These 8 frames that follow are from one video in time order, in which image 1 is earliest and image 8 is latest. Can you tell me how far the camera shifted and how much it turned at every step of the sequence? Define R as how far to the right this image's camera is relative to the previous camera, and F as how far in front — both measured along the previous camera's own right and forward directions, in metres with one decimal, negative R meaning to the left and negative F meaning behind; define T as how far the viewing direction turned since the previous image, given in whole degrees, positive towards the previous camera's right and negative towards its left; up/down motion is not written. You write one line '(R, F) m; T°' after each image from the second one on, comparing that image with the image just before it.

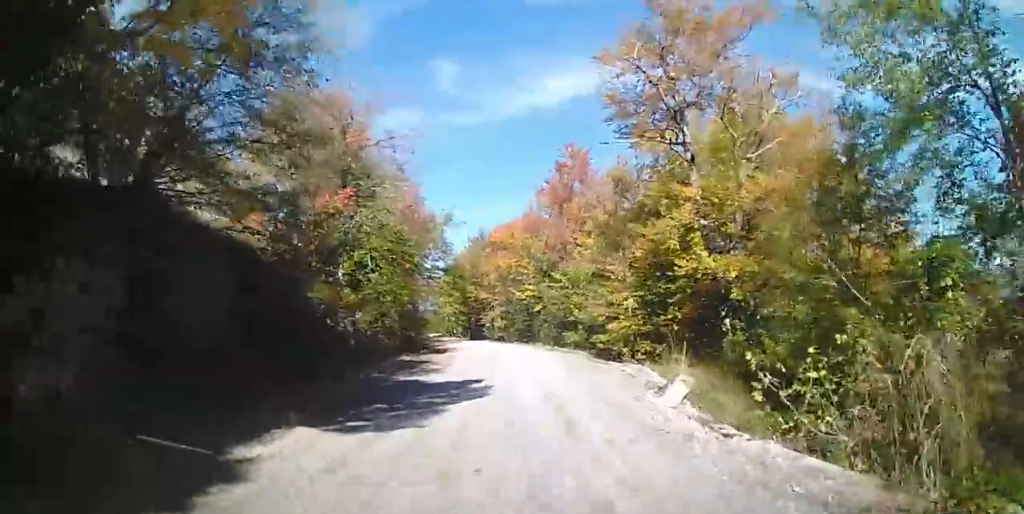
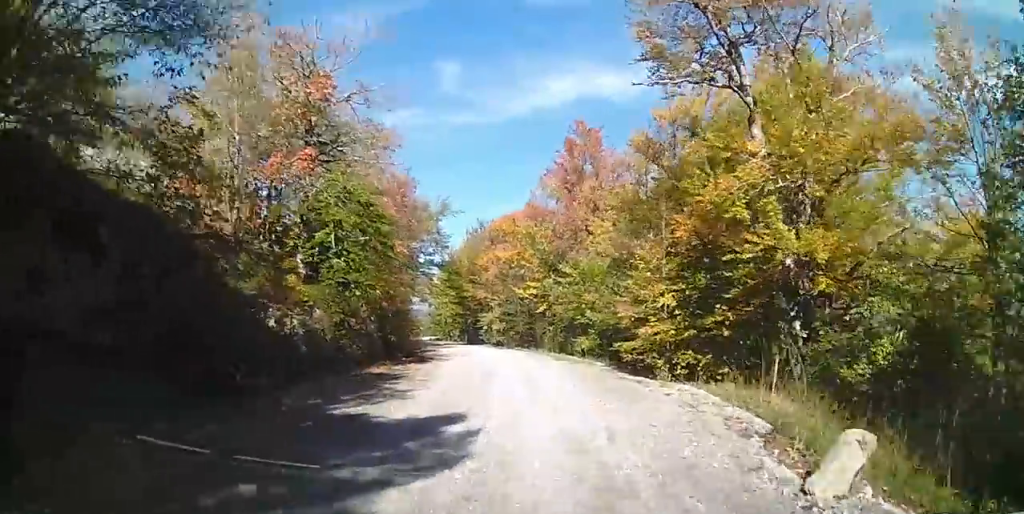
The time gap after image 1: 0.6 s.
(-0.1, +4.5) m; -1°
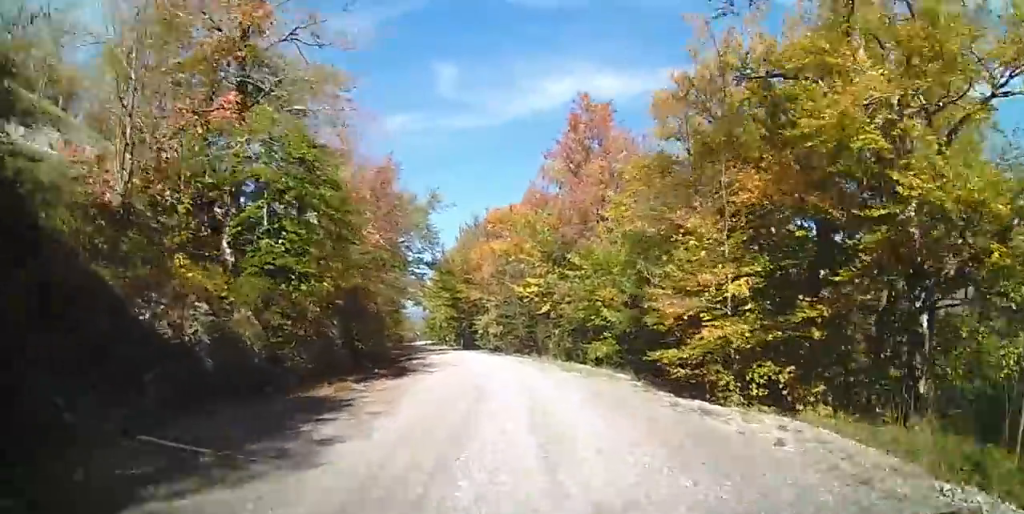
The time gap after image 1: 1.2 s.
(-0.1, +4.6) m; -1°
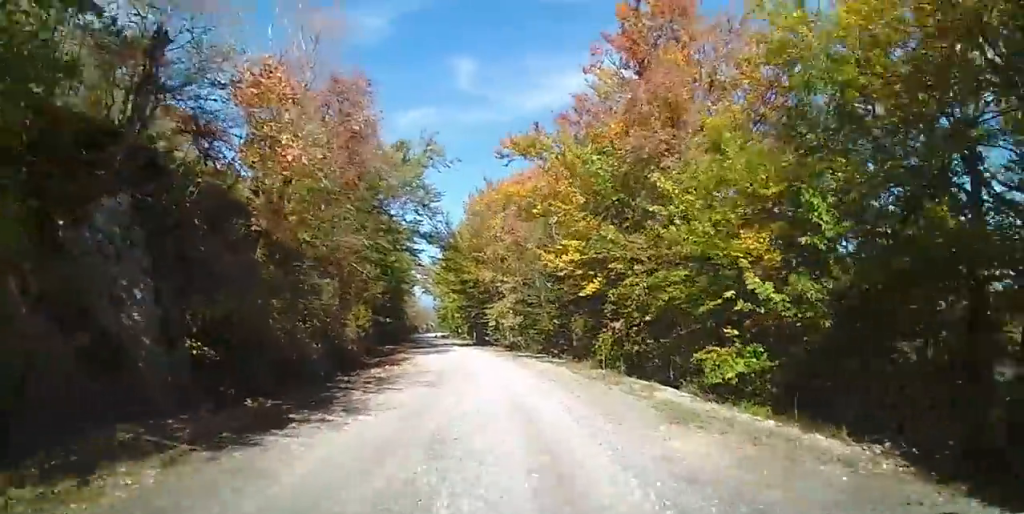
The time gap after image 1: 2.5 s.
(0.0, +10.8) m; -1°
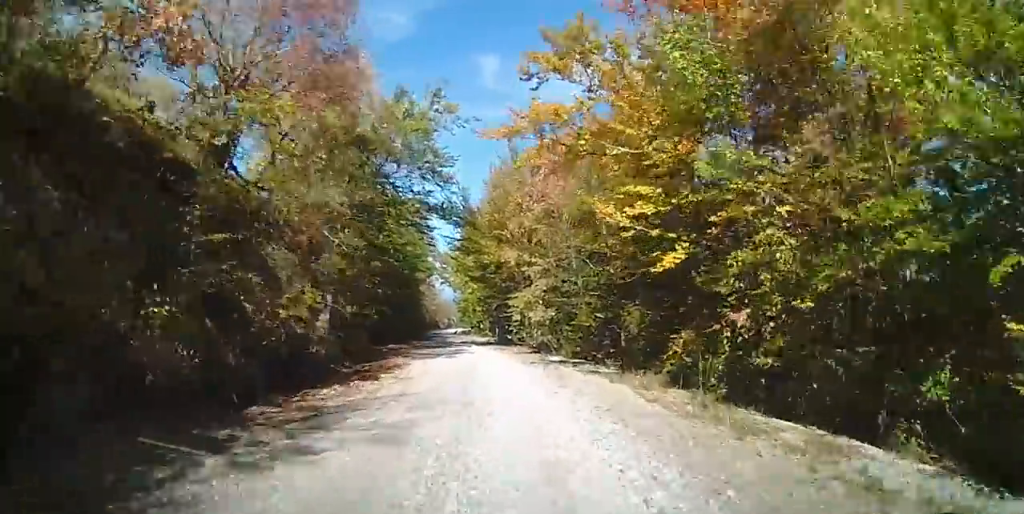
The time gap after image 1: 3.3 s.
(0.0, +6.3) m; -1°
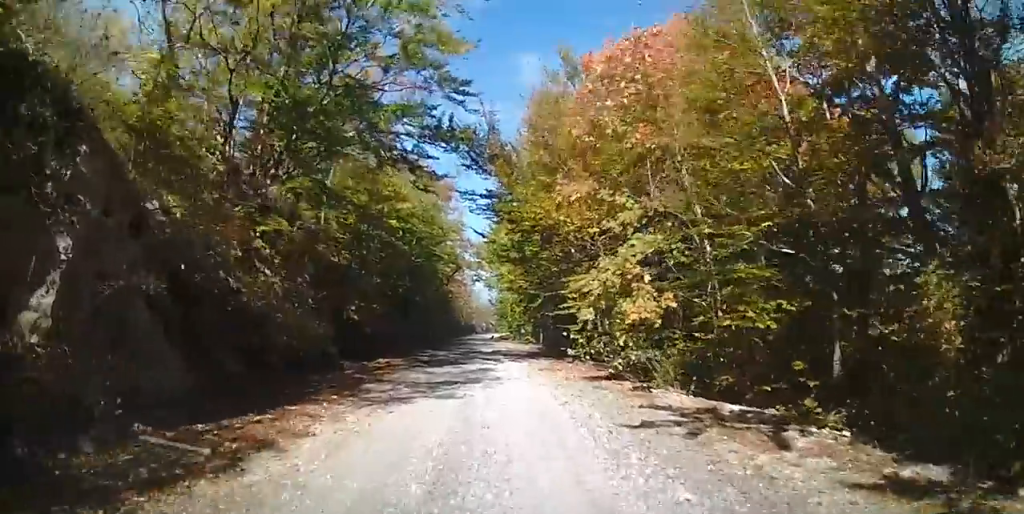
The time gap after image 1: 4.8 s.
(-0.5, +11.8) m; -6°
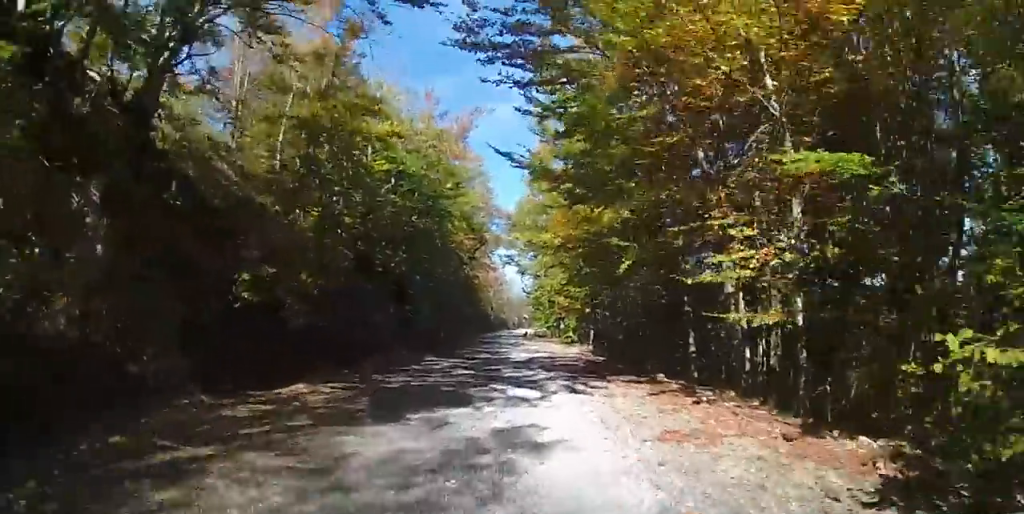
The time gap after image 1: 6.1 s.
(-0.9, +10.9) m; -8°
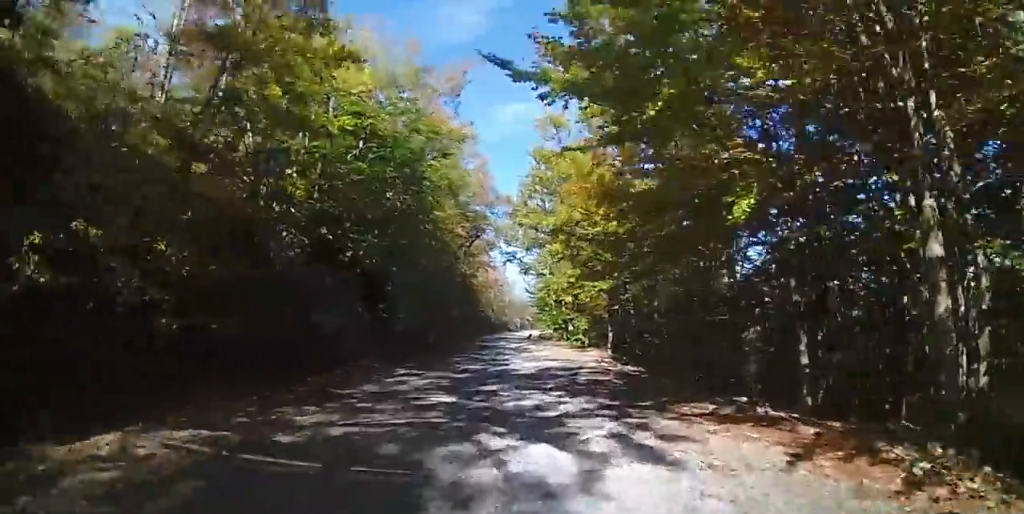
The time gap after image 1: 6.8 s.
(0.0, +5.3) m; 0°
